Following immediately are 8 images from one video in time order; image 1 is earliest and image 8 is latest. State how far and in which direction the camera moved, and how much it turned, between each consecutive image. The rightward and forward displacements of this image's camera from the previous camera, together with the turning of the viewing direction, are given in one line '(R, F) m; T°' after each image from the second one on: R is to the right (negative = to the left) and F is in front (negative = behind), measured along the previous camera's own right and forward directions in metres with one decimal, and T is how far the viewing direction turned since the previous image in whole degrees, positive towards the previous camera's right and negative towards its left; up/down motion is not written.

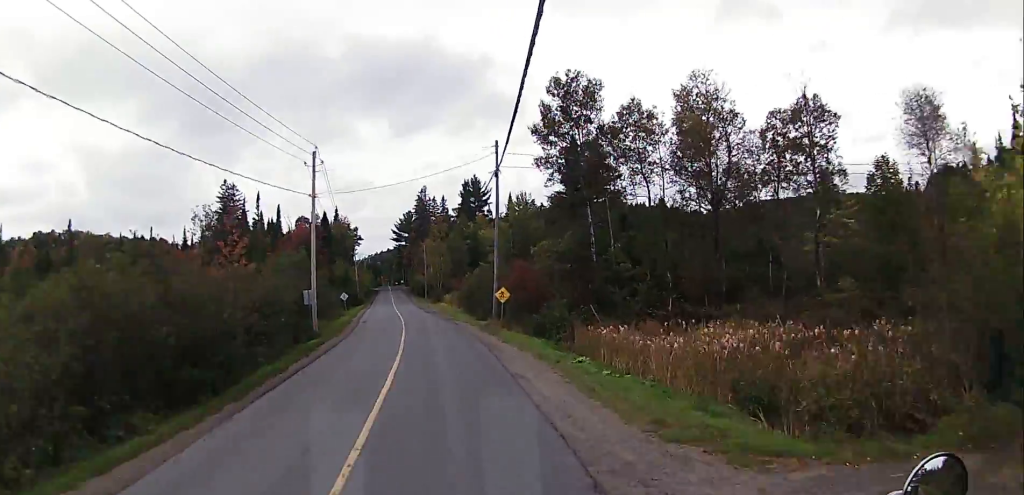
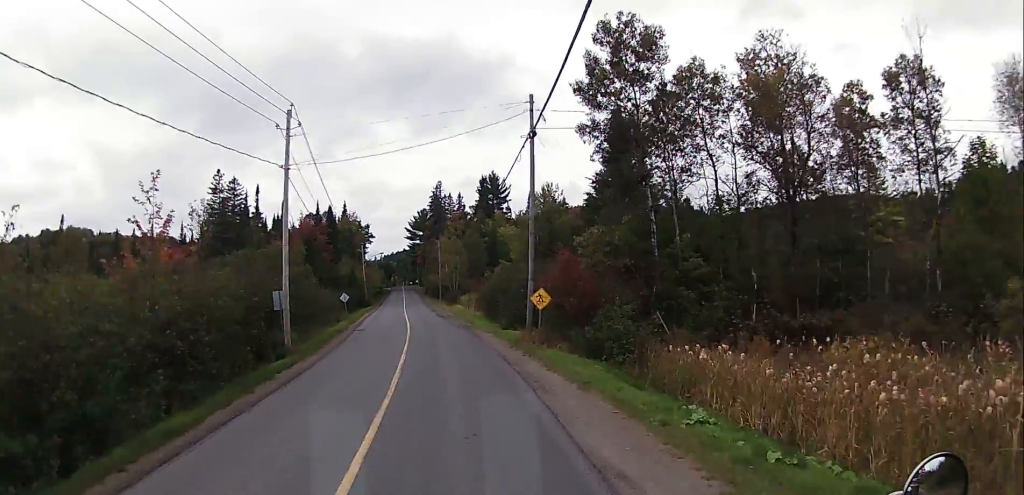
(+0.1, +9.3) m; 0°
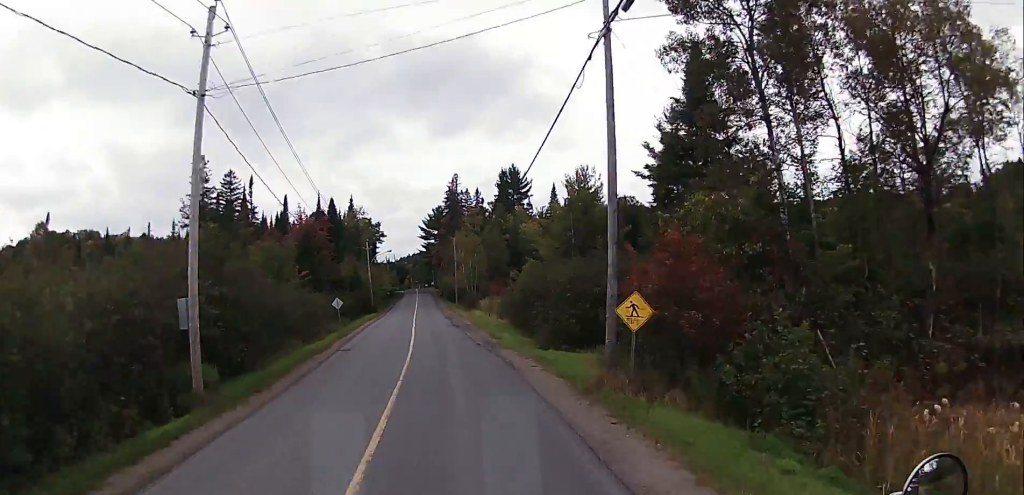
(0.0, +11.4) m; -1°
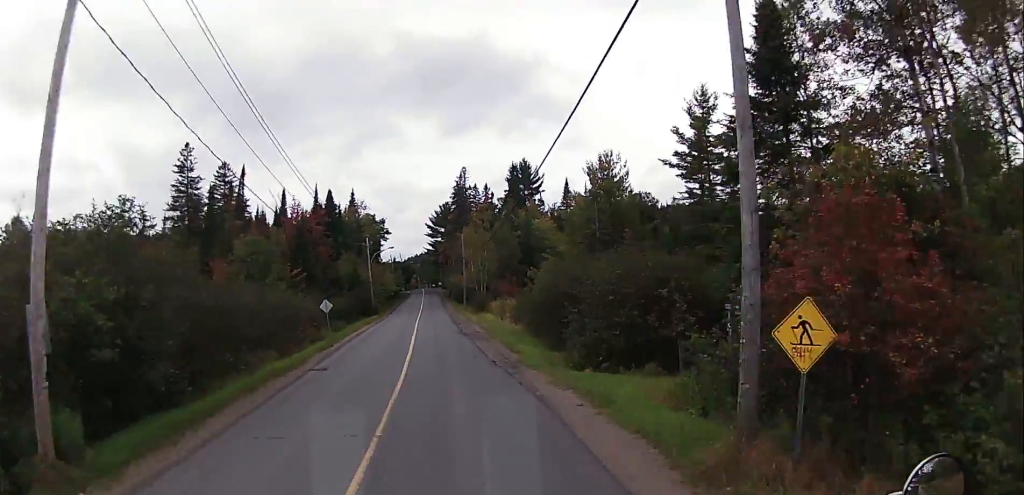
(-0.1, +6.9) m; -1°
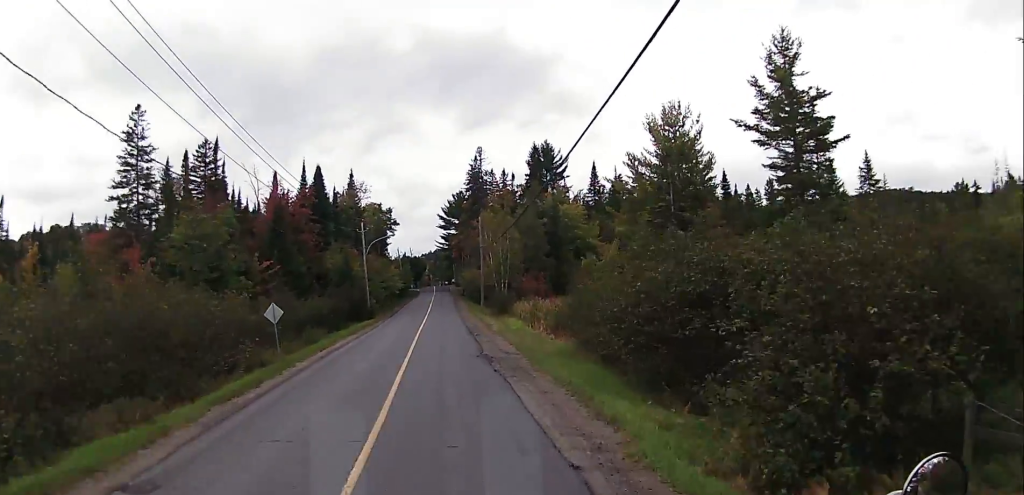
(-0.1, +14.7) m; -2°
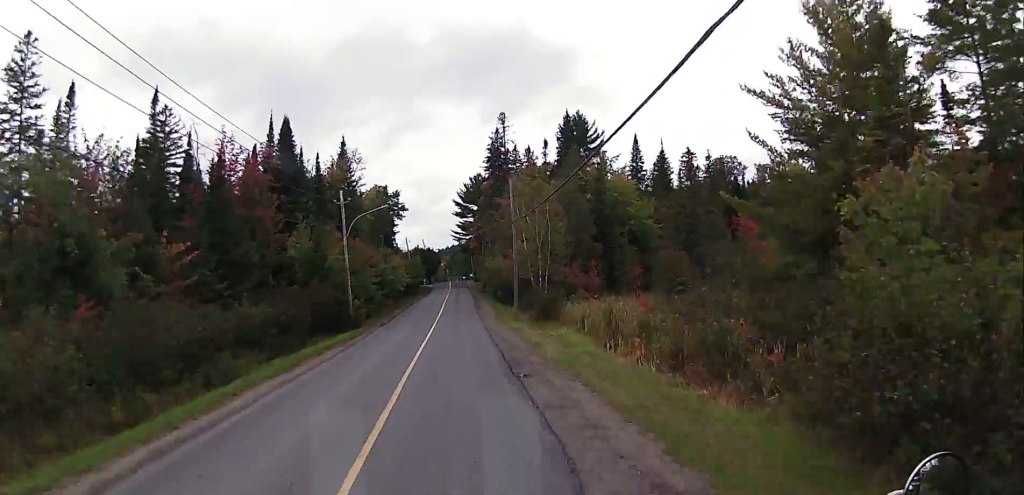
(-0.5, +19.2) m; -1°
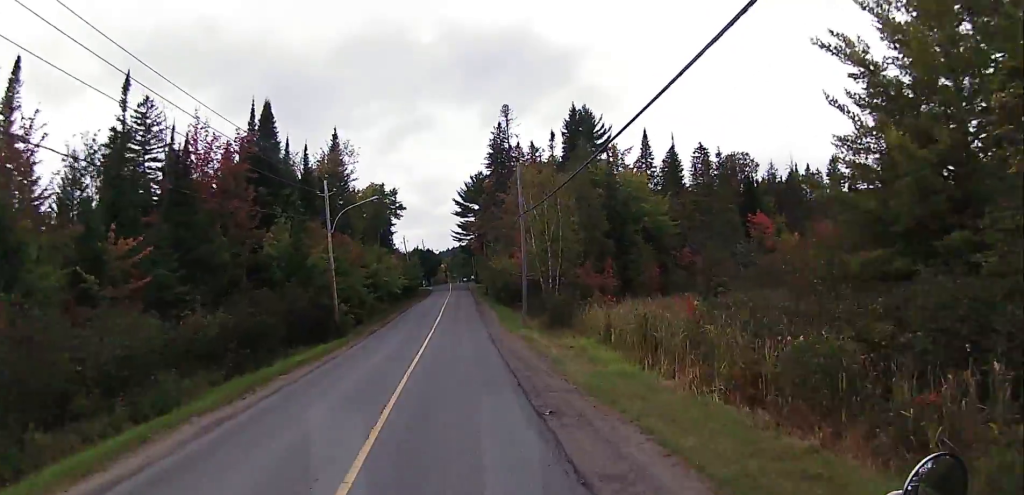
(0.0, +5.3) m; 0°
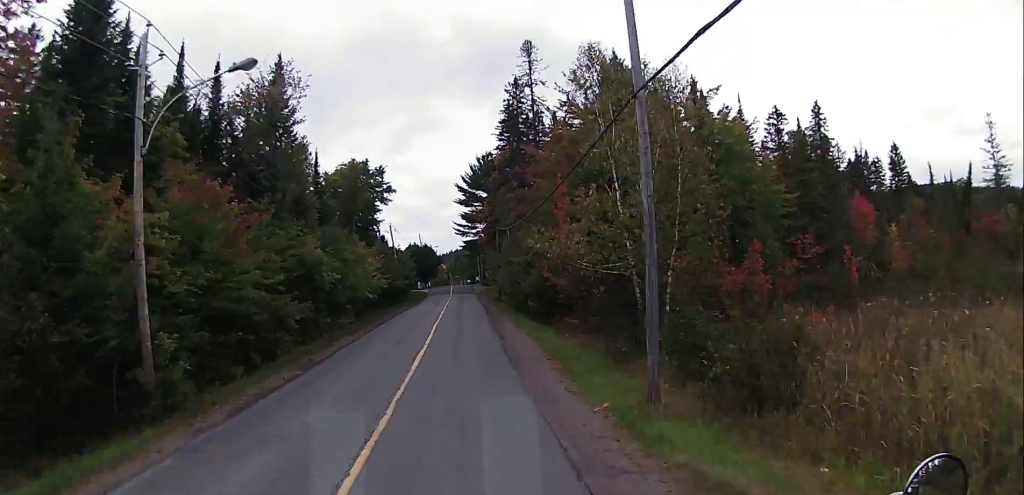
(0.0, +23.6) m; 0°
